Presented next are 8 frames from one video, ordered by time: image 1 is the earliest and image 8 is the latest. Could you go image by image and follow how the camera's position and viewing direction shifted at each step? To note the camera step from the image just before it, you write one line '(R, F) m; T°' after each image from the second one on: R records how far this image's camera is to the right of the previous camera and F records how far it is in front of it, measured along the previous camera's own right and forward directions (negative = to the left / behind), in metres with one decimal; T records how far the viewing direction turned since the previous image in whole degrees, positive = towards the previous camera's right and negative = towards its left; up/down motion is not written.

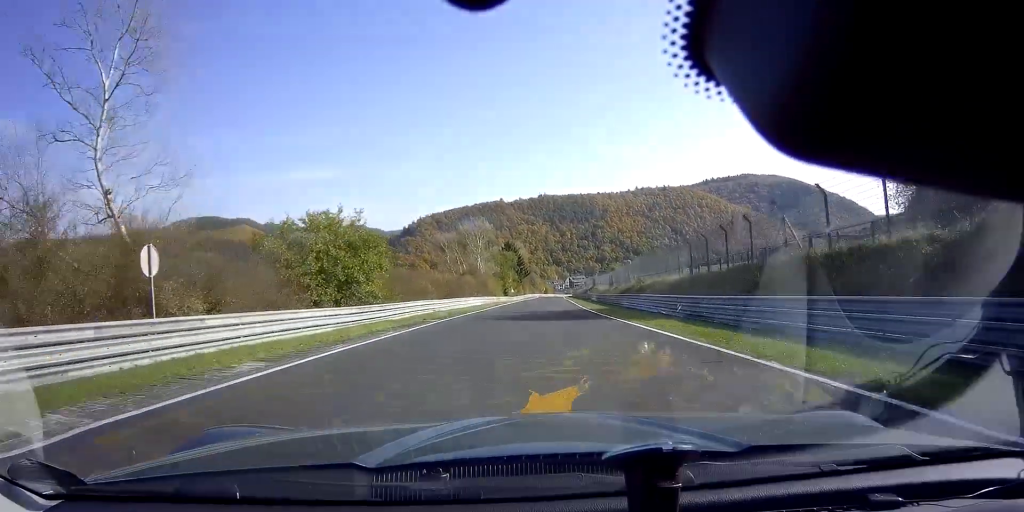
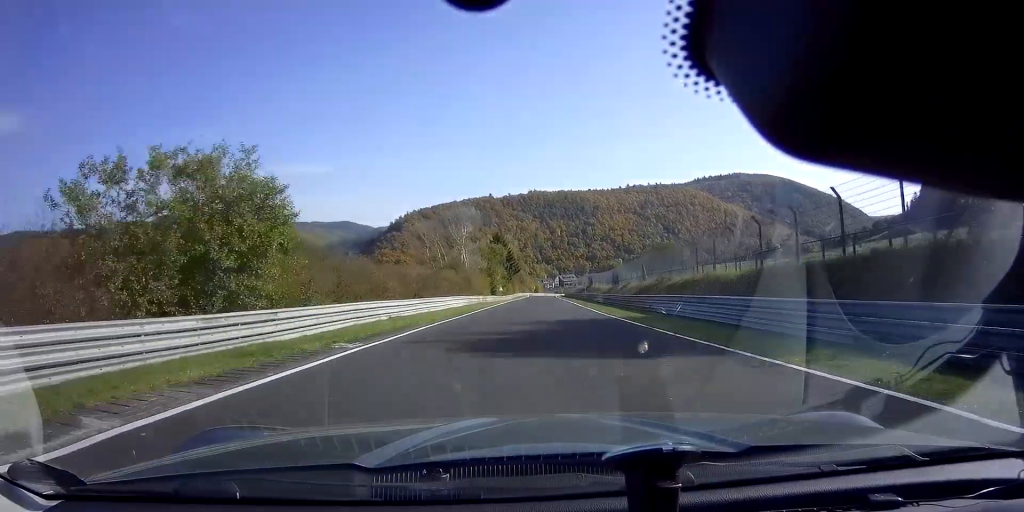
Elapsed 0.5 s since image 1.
(+0.2, +12.5) m; +2°
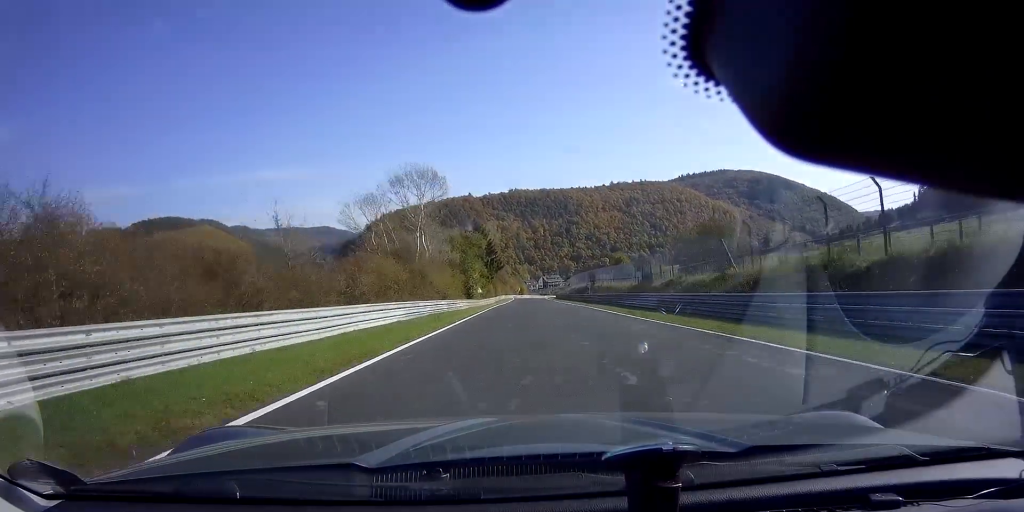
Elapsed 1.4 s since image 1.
(+0.8, +25.7) m; +2°
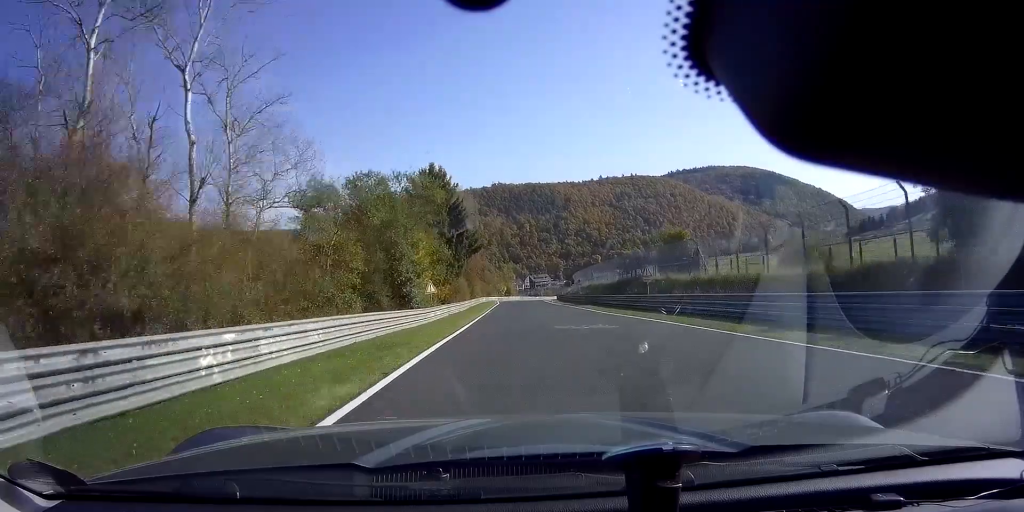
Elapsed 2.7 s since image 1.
(+0.2, +43.2) m; +1°
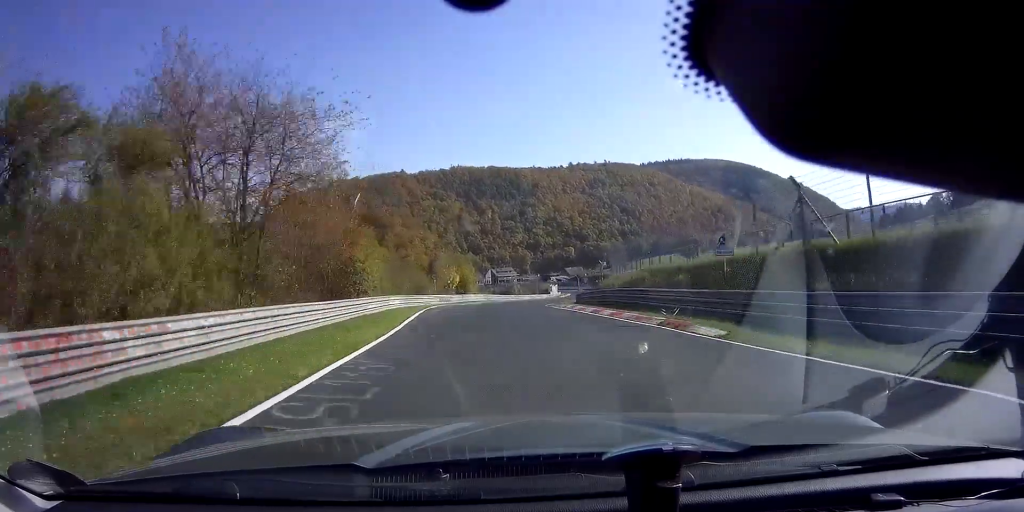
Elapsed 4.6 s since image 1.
(+2.8, +68.2) m; +6°
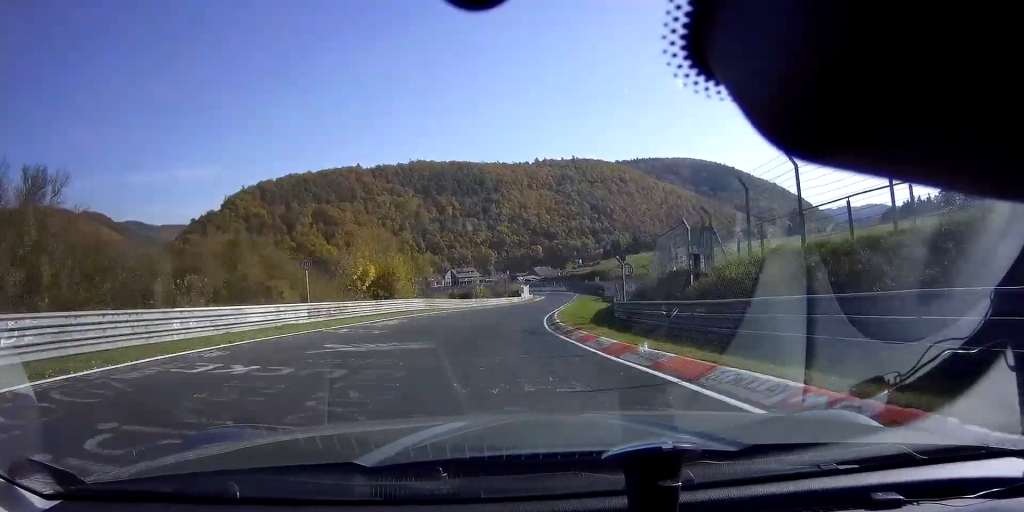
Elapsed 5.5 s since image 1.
(+1.0, +32.8) m; +4°
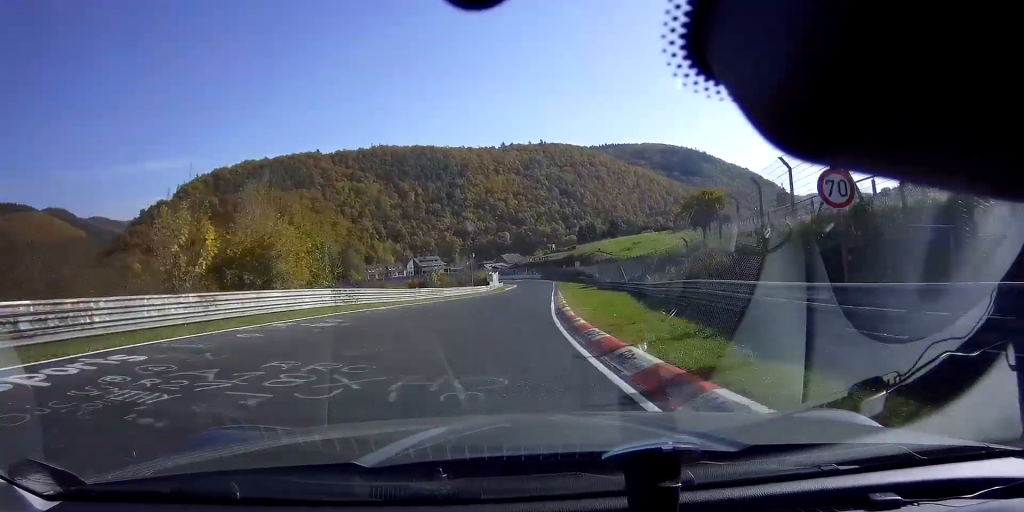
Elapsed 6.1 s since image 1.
(+0.7, +19.4) m; +3°
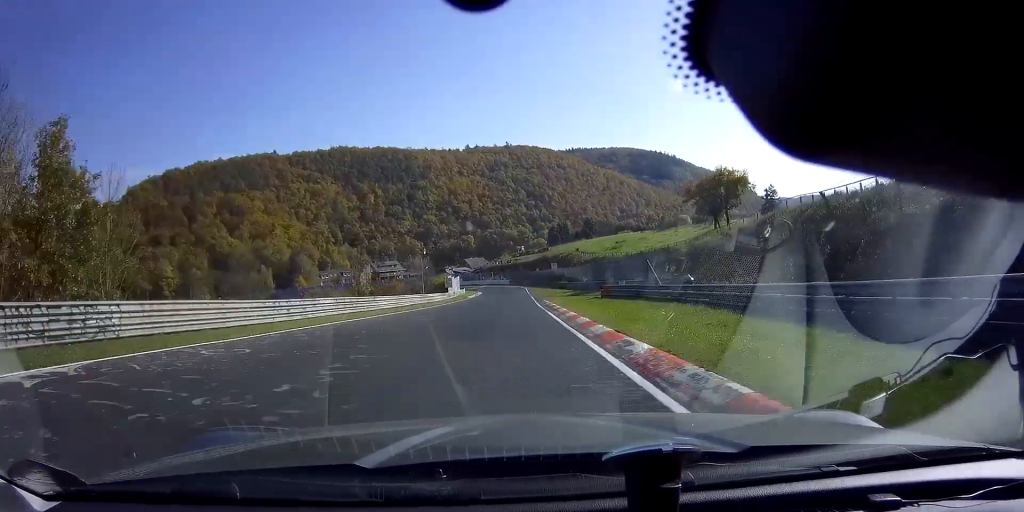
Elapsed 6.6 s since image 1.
(+0.5, +18.6) m; +1°
